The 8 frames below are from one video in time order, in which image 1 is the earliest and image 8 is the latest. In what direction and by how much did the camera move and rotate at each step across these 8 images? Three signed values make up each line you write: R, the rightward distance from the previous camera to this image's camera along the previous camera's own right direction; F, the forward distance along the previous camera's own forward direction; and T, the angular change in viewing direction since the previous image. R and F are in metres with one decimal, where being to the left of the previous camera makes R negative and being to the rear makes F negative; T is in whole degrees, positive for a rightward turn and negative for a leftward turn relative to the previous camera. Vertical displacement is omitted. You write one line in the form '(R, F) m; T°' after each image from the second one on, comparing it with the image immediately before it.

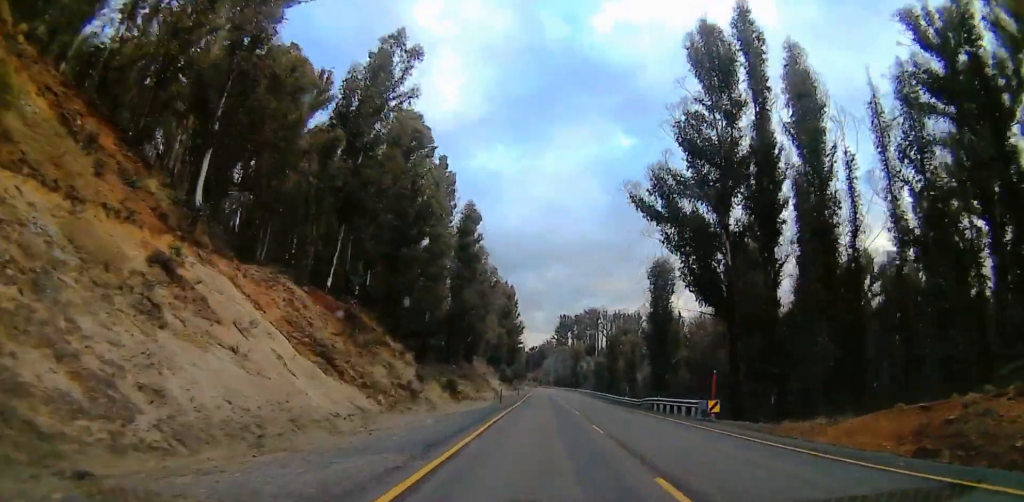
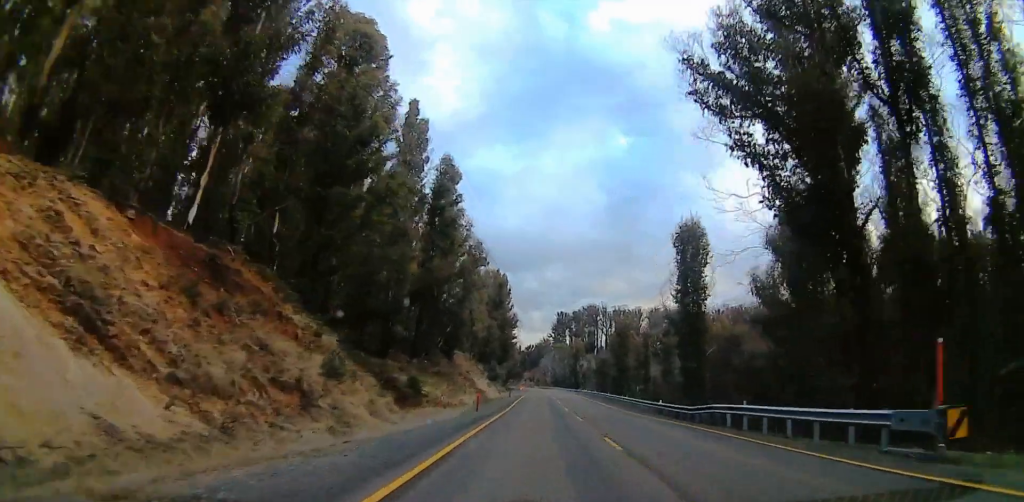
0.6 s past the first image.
(+0.5, +16.6) m; 0°
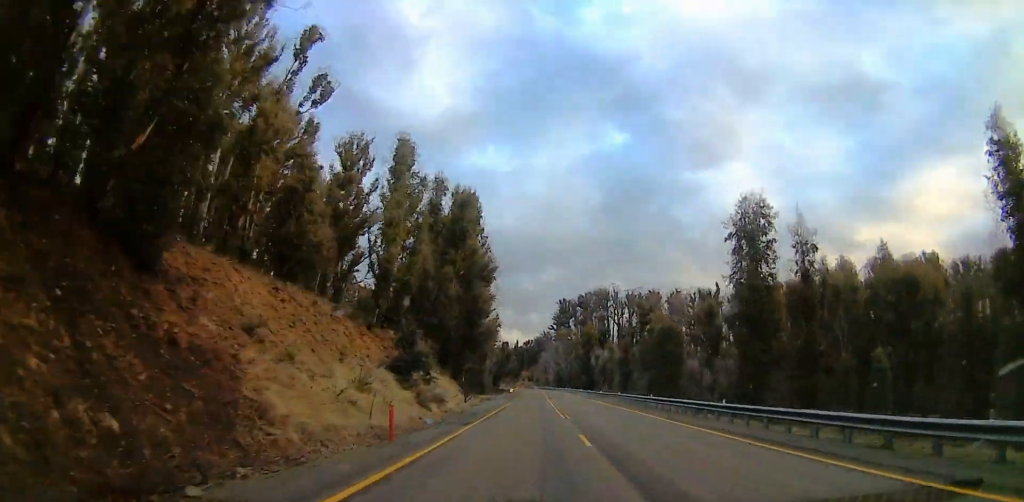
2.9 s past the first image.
(-1.5, +57.9) m; -3°
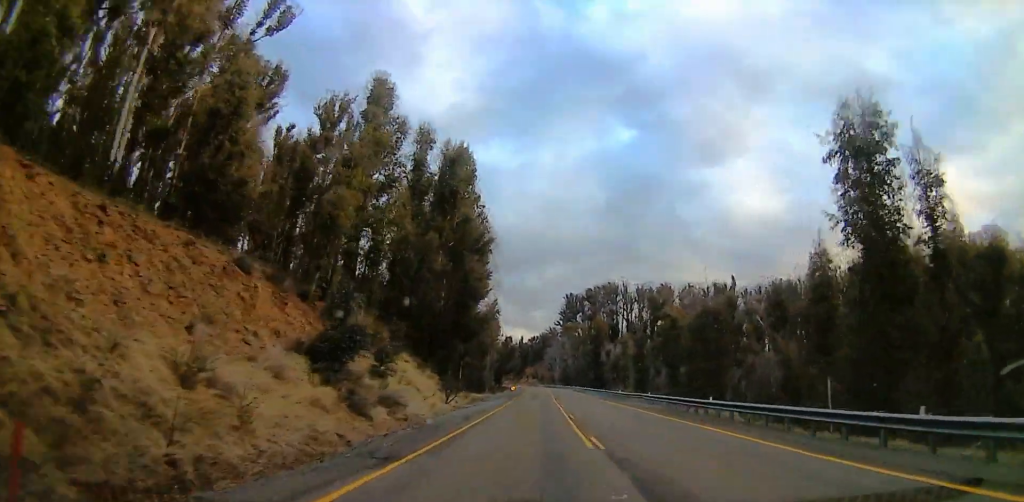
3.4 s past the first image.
(0.0, +13.5) m; +1°
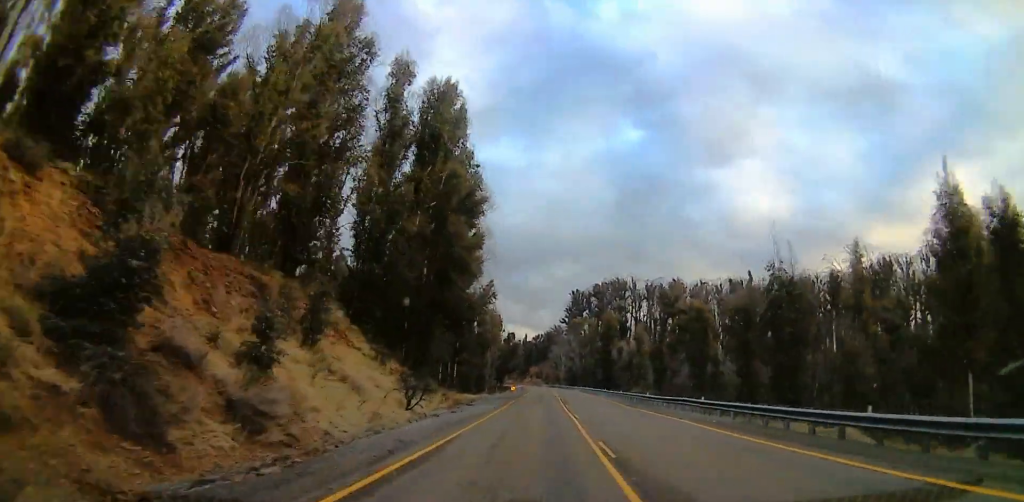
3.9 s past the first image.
(-0.2, +12.4) m; +1°
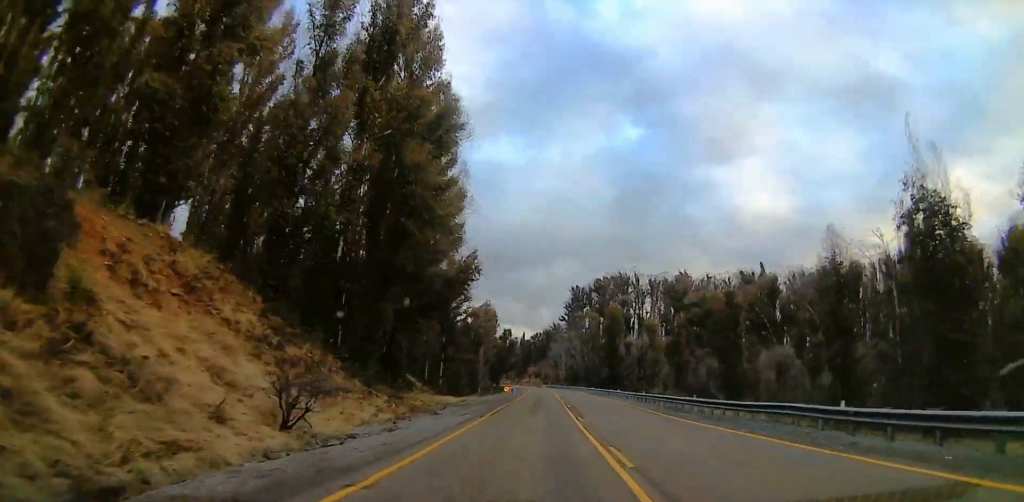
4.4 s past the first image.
(+0.2, +14.4) m; +1°
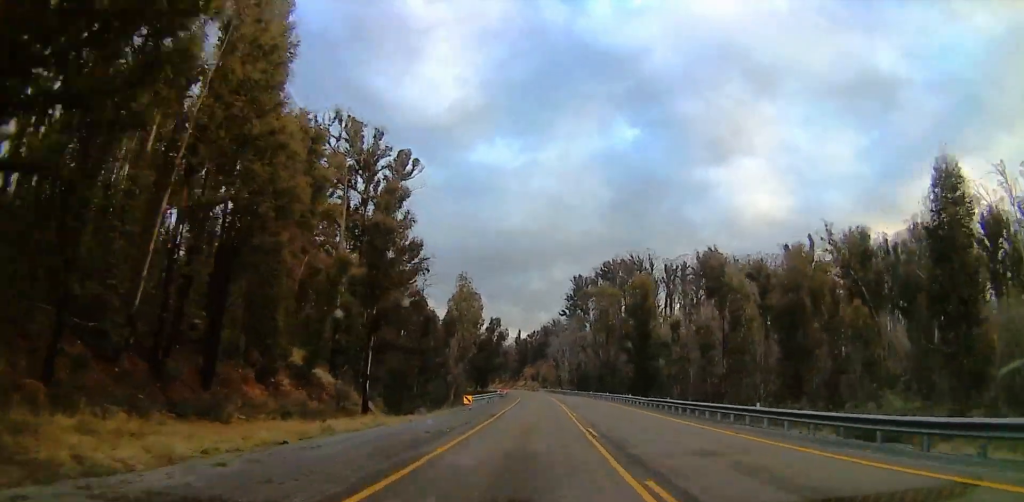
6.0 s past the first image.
(+0.1, +39.3) m; -2°
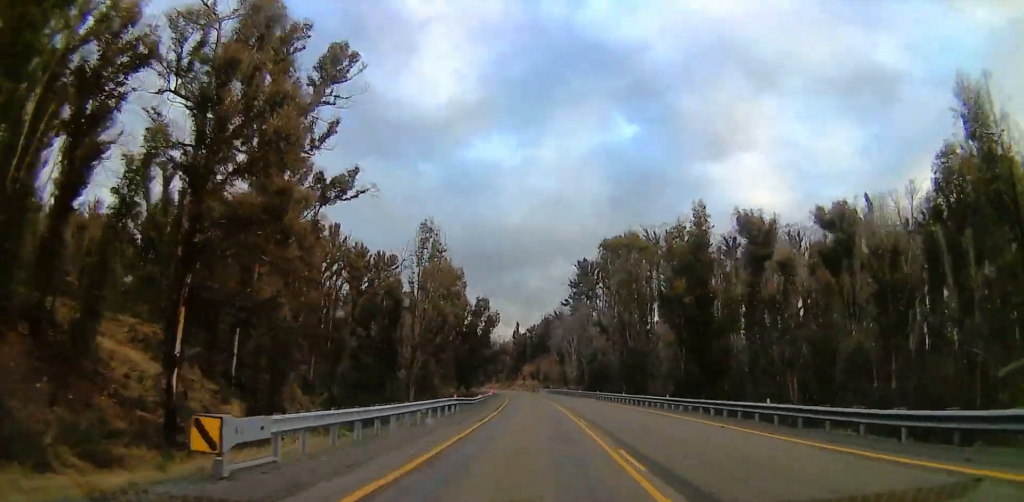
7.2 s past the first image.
(-0.5, +32.0) m; -4°
